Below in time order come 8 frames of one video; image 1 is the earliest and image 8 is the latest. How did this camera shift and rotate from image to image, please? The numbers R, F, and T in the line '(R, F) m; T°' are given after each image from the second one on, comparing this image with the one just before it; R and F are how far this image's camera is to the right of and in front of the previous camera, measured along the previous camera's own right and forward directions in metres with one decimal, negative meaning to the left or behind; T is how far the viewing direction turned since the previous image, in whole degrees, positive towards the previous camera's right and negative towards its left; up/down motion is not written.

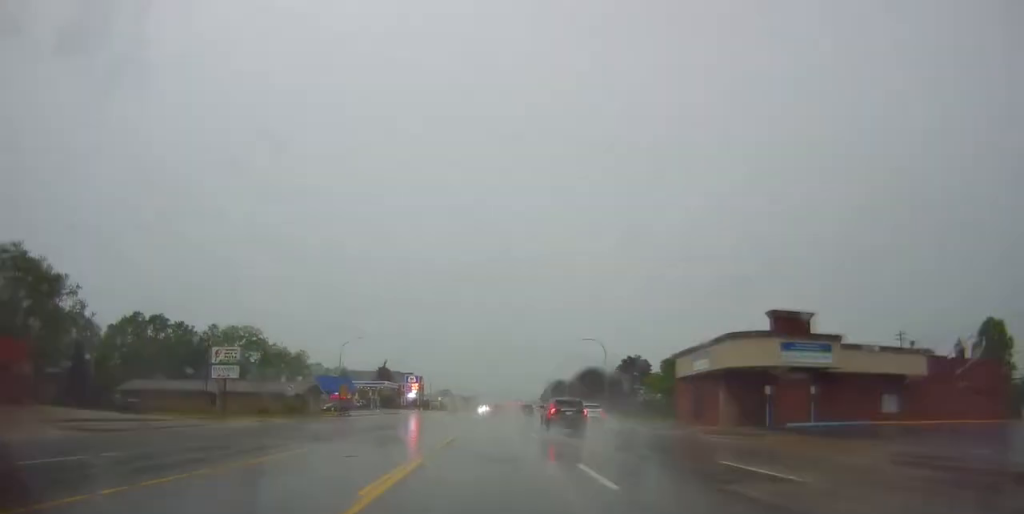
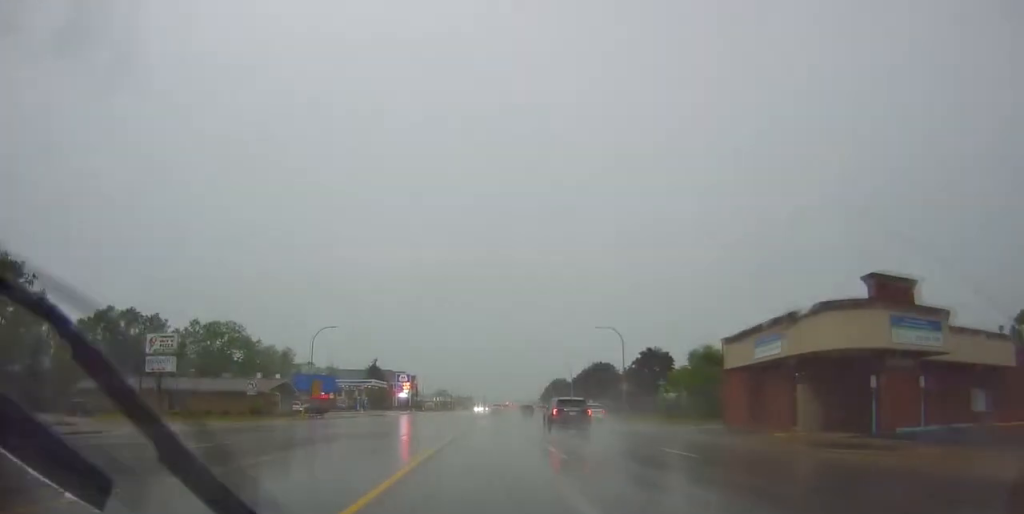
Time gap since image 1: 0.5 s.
(0.0, +10.0) m; 0°
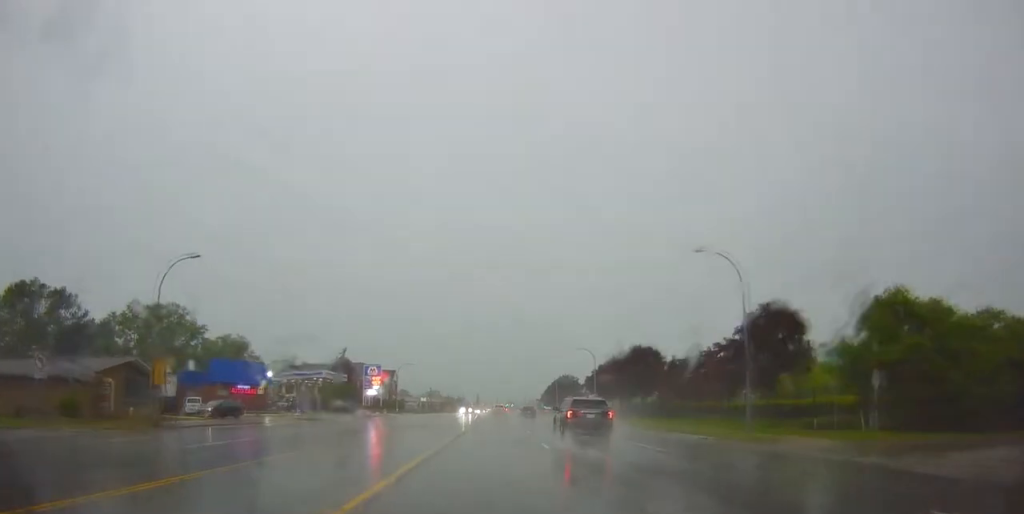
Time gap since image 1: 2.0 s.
(-0.5, +28.4) m; -2°
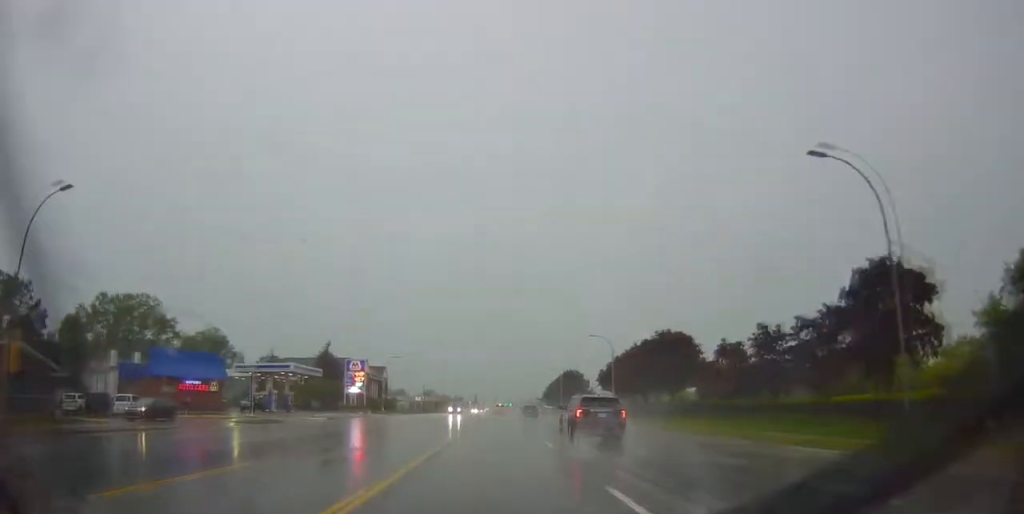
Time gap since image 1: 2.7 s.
(-0.2, +12.0) m; 0°
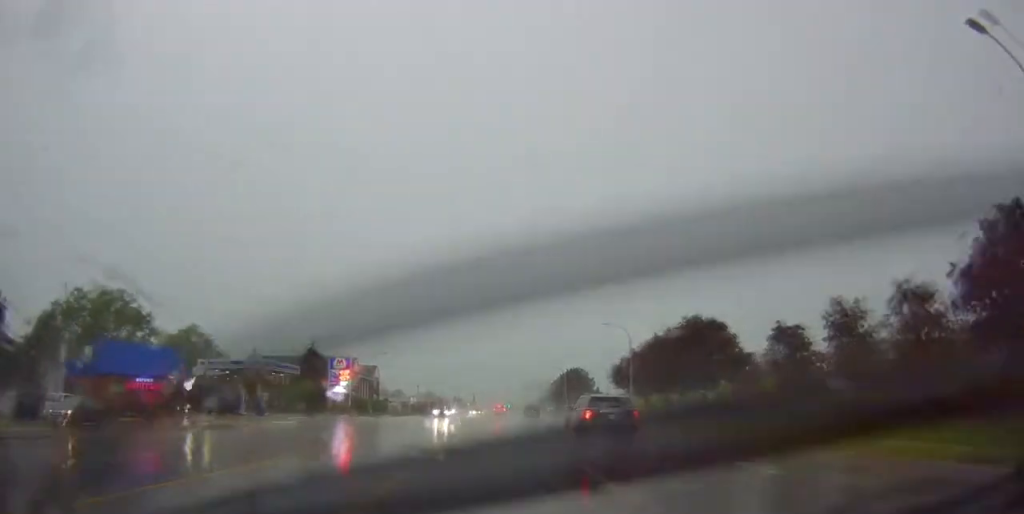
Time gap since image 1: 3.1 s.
(+0.3, +8.9) m; 0°
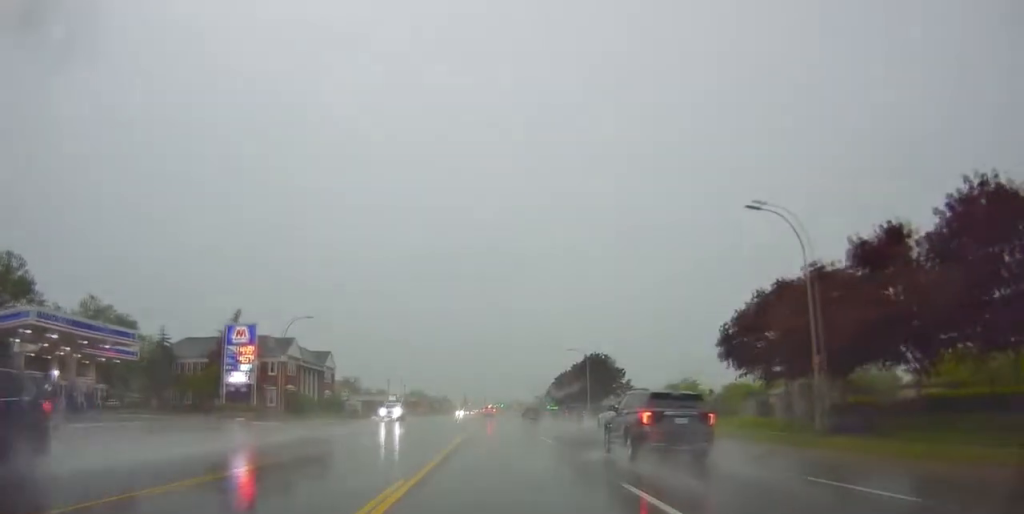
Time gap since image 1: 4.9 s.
(-0.1, +33.0) m; 0°
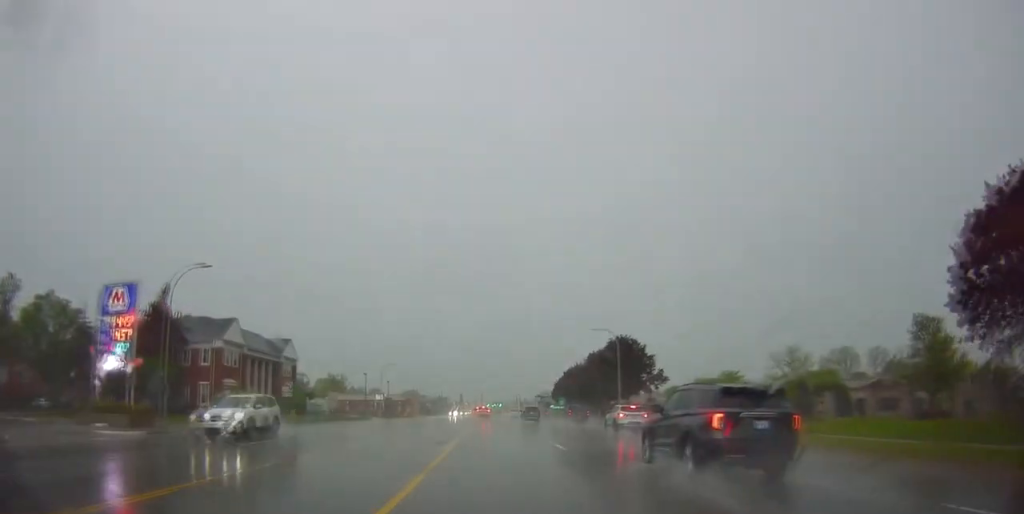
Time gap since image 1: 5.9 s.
(+0.2, +19.9) m; 0°
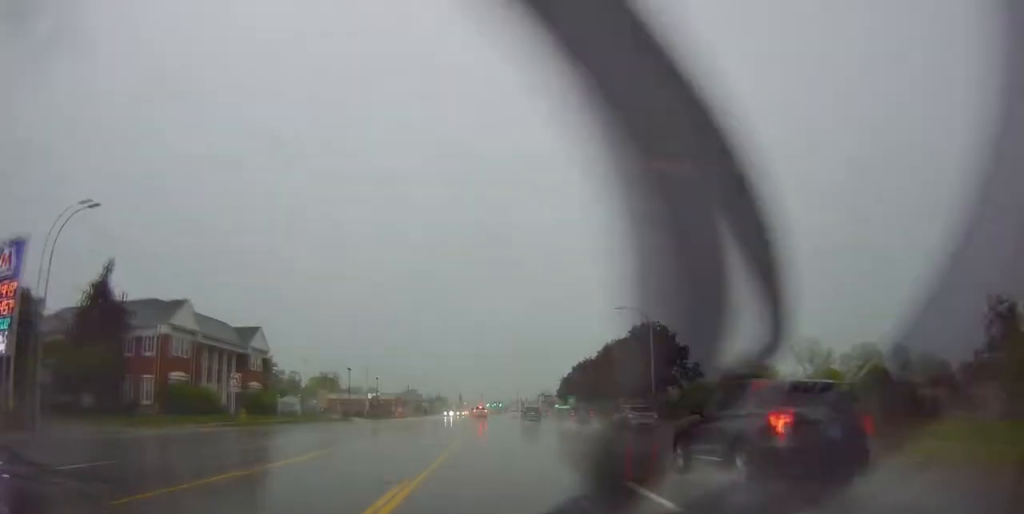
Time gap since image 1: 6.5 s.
(-0.3, +11.6) m; 0°
